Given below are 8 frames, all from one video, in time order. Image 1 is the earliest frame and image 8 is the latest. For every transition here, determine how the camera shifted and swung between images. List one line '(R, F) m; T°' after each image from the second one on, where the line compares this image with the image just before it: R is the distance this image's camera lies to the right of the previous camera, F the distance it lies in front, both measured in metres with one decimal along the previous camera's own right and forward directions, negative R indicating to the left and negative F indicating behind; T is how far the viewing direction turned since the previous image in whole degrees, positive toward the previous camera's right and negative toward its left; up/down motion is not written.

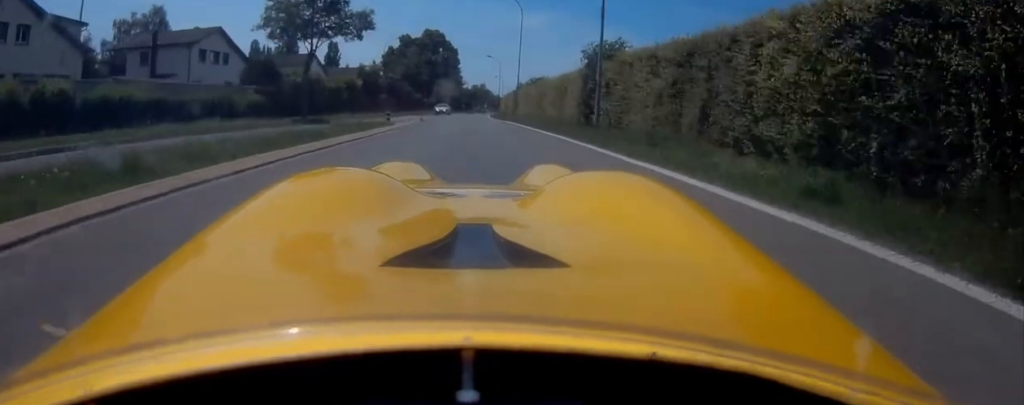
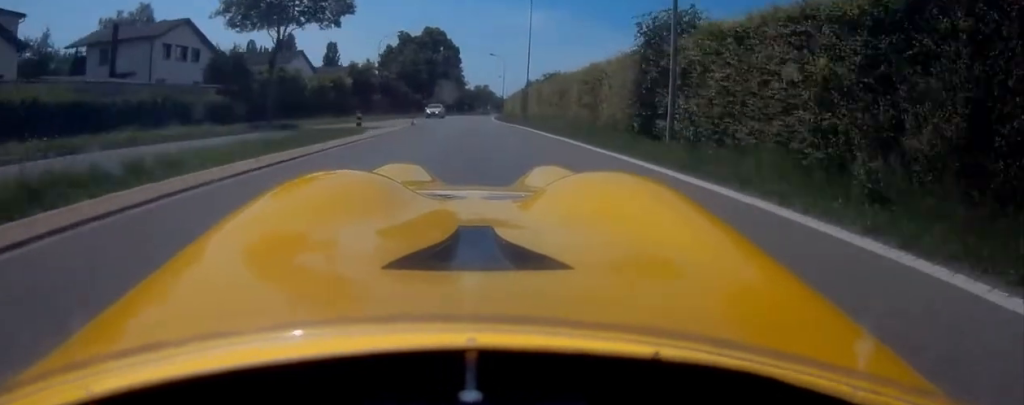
(-0.1, +6.5) m; -1°
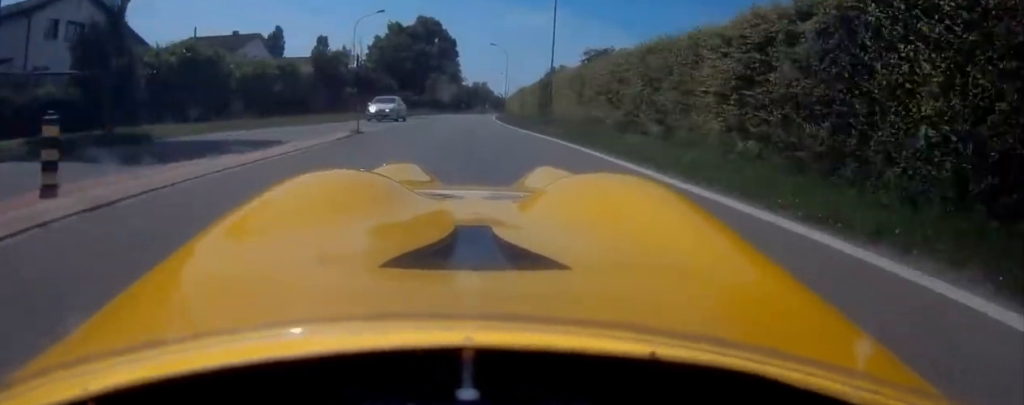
(-0.1, +13.7) m; 0°
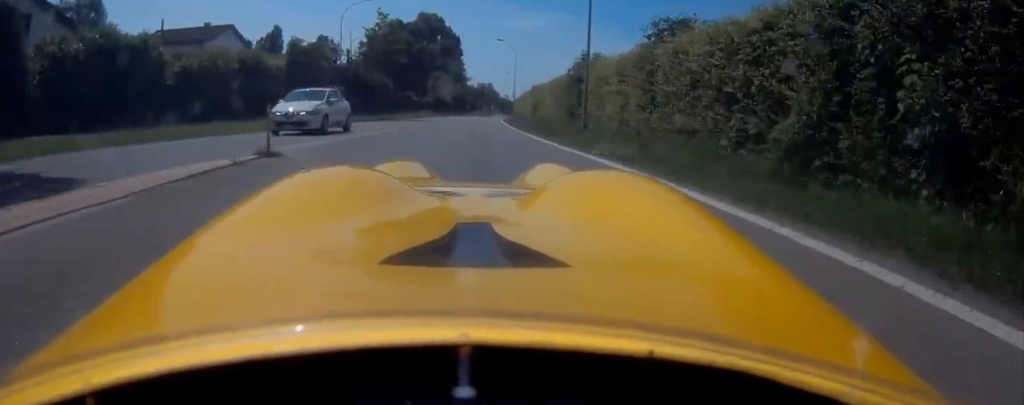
(0.0, +7.7) m; 0°
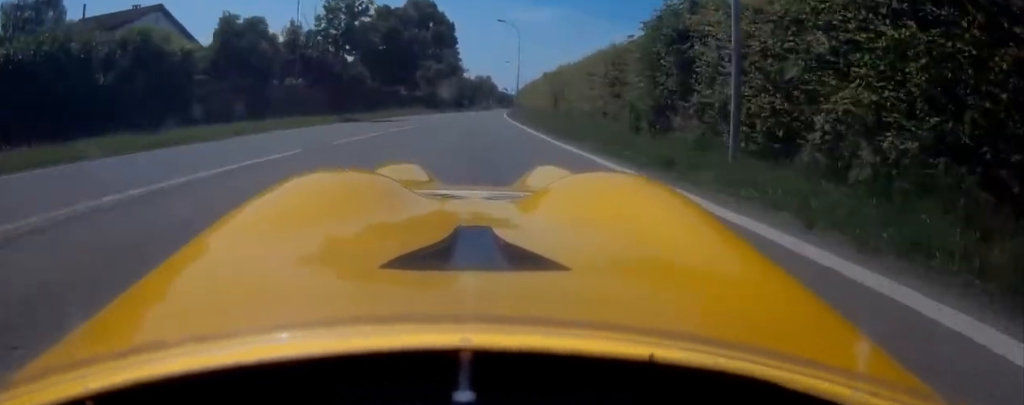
(0.0, +11.5) m; +1°
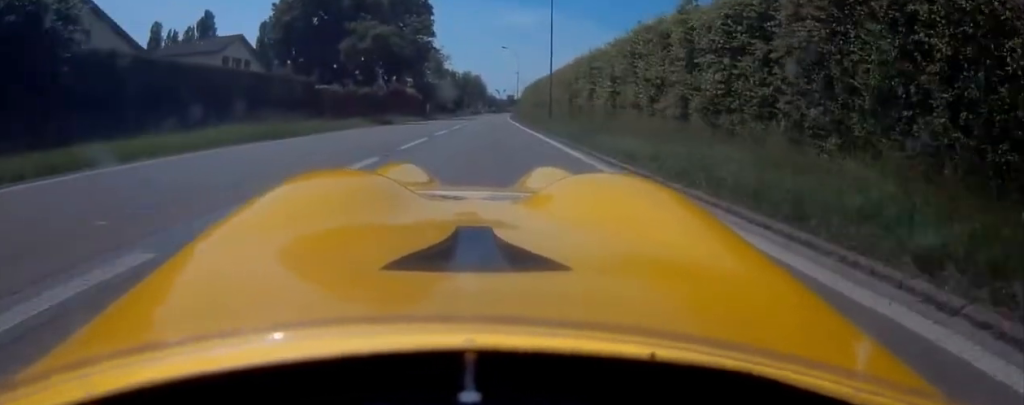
(+1.0, +36.7) m; +2°
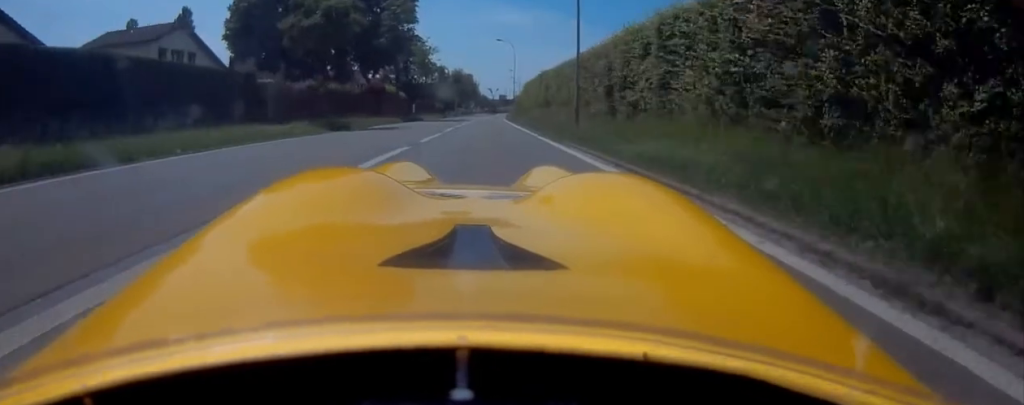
(0.0, +9.9) m; 0°
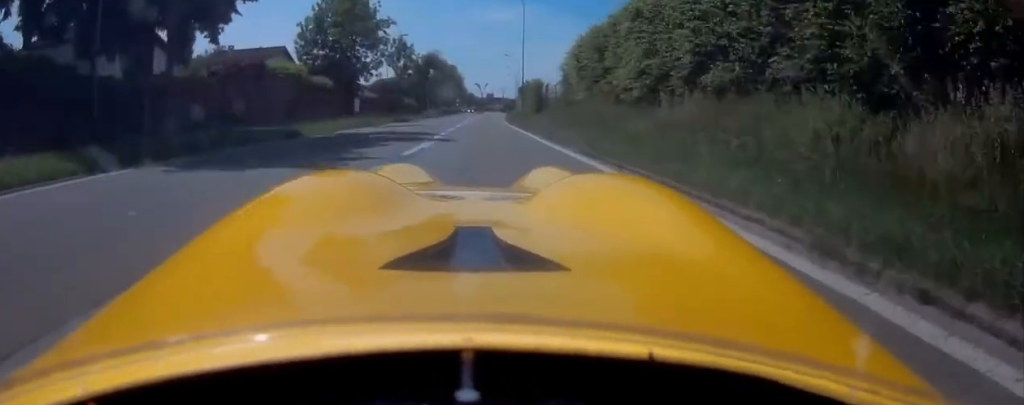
(+0.1, +33.8) m; 0°
